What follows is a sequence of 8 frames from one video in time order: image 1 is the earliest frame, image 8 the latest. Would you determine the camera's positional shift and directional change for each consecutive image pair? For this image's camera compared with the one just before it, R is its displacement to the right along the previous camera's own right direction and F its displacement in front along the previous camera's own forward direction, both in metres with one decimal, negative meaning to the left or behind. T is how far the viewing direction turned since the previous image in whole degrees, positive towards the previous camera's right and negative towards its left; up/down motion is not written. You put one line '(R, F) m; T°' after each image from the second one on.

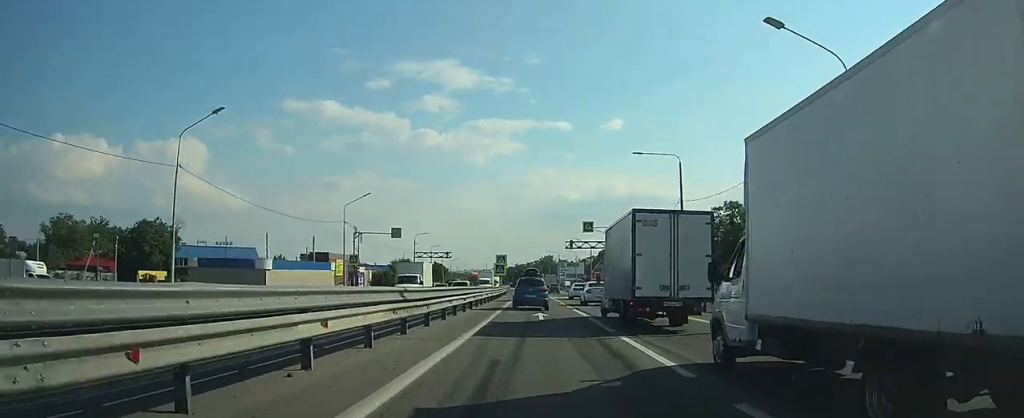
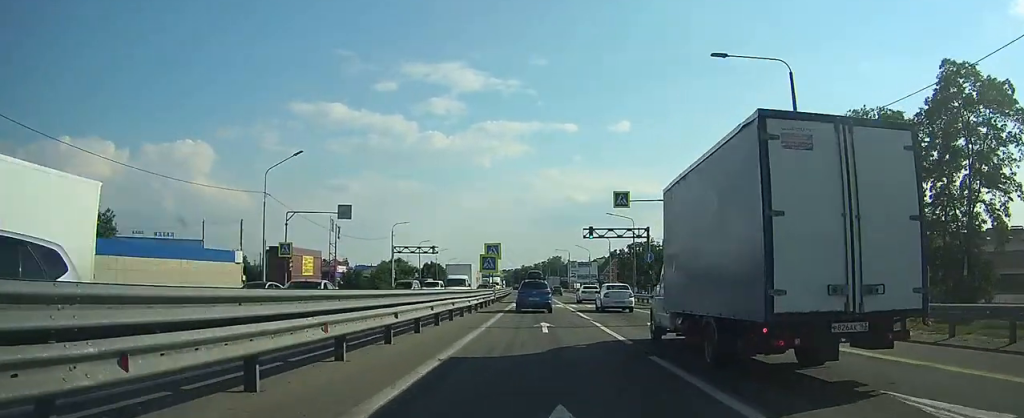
(-0.4, +19.5) m; -1°
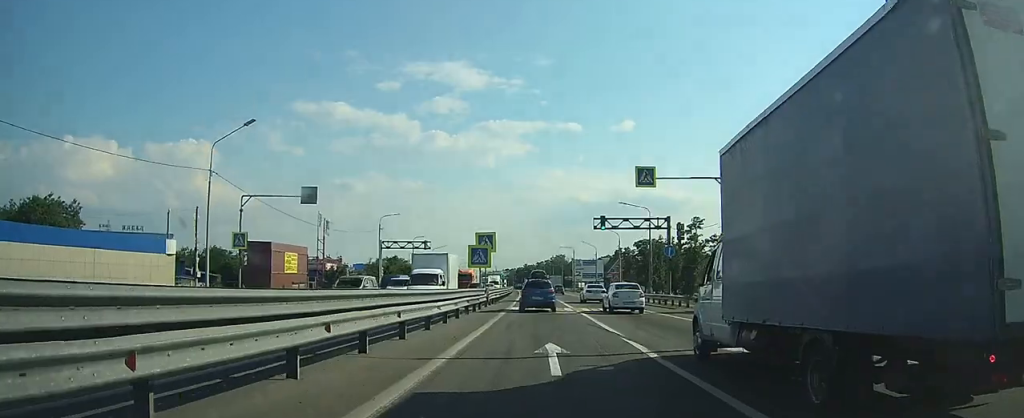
(0.0, +7.5) m; 0°
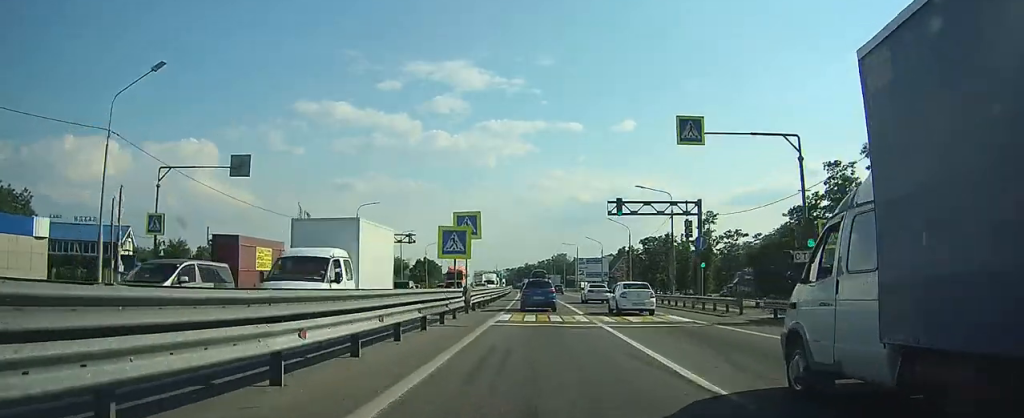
(0.0, +8.7) m; 0°
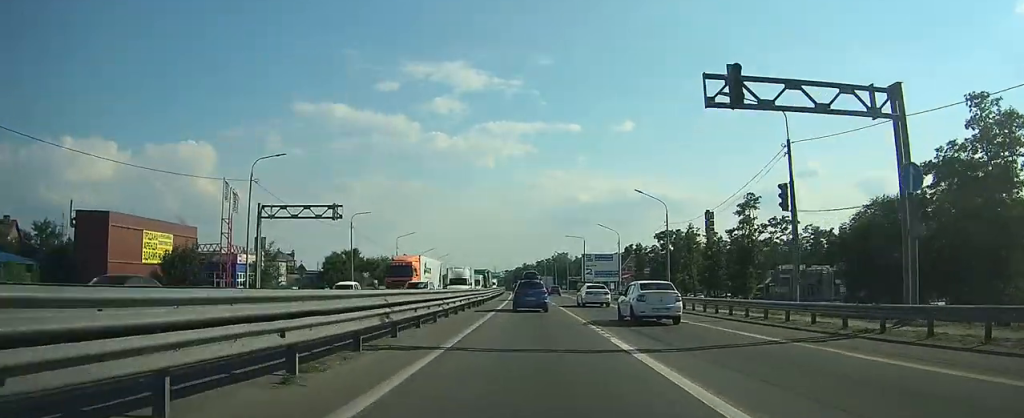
(-0.2, +21.5) m; -1°
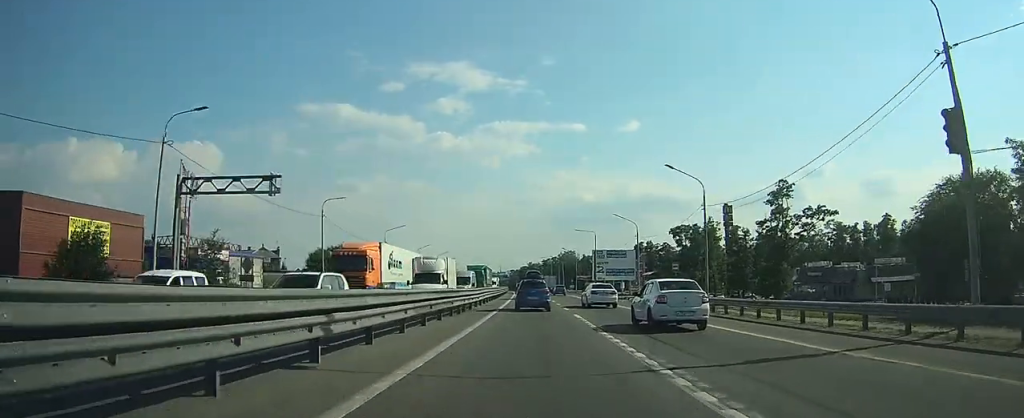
(0.0, +9.8) m; -1°
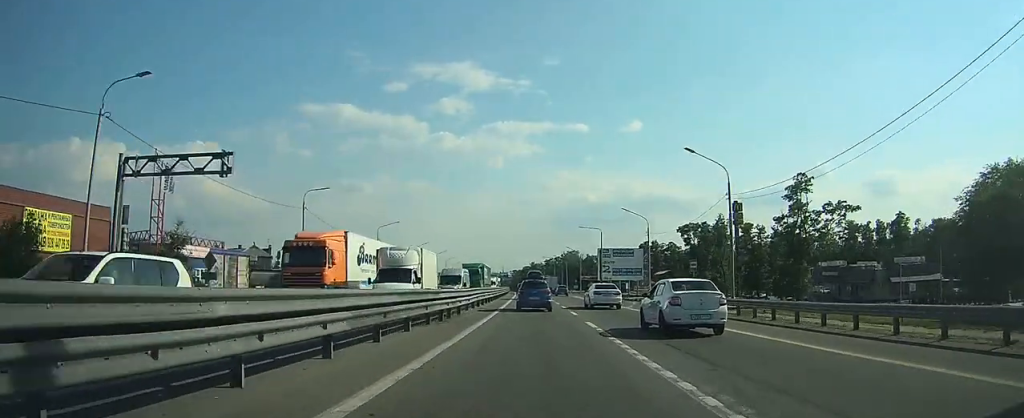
(-0.1, +4.8) m; -1°
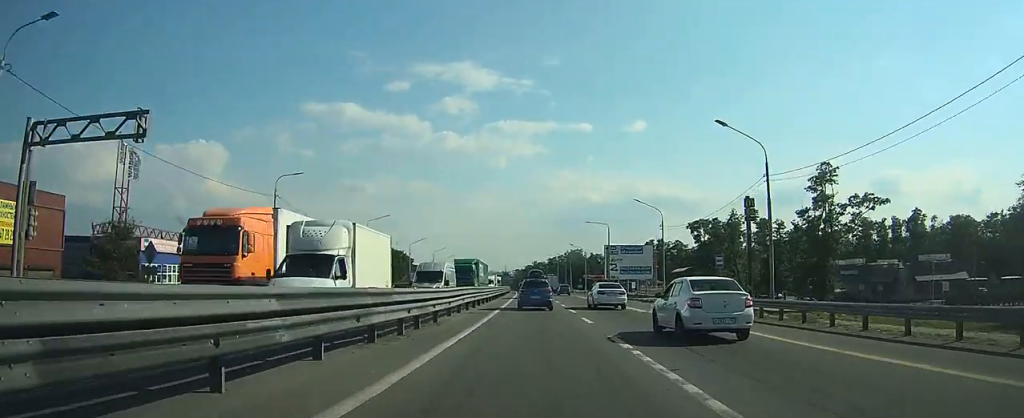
(0.0, +5.7) m; -1°
